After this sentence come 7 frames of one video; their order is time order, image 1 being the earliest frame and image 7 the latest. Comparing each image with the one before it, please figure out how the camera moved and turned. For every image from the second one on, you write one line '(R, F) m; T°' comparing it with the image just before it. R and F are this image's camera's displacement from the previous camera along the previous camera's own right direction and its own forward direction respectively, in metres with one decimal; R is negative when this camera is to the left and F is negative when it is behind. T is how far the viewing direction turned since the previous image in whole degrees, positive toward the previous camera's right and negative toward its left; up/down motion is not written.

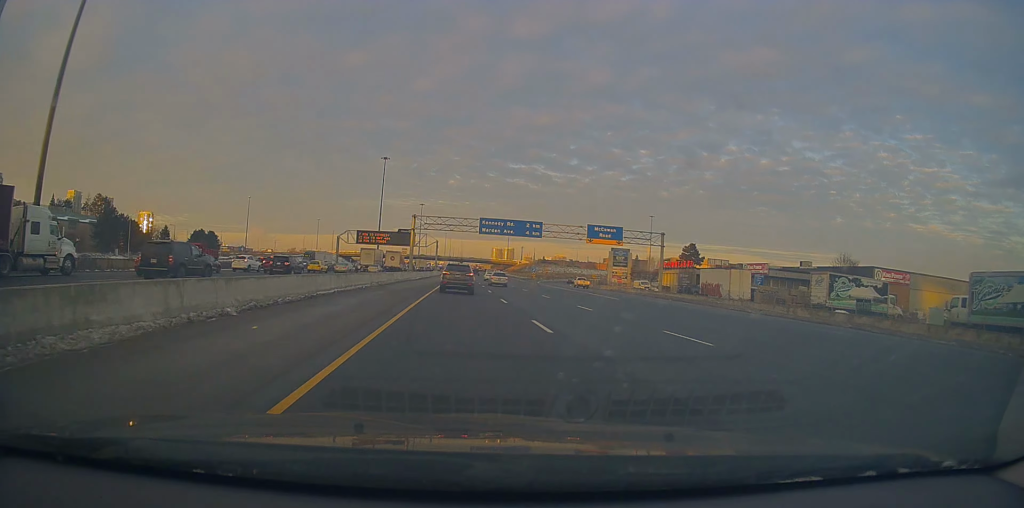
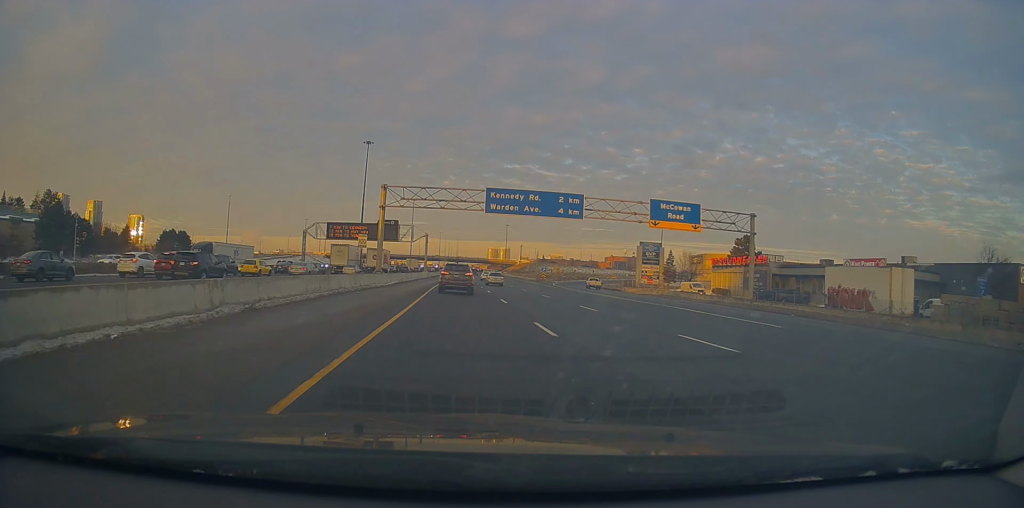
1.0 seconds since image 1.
(0.0, +25.8) m; 0°
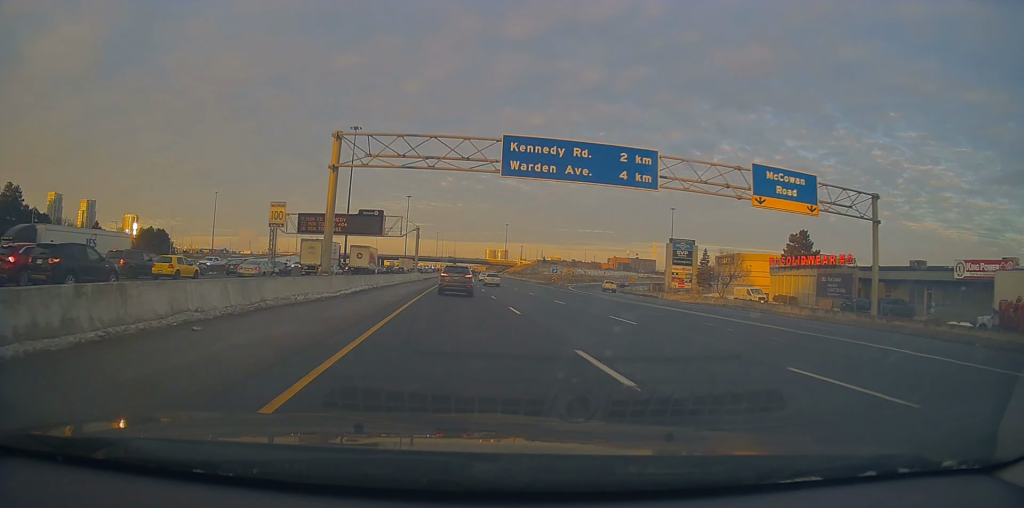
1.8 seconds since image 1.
(-0.2, +18.1) m; +1°
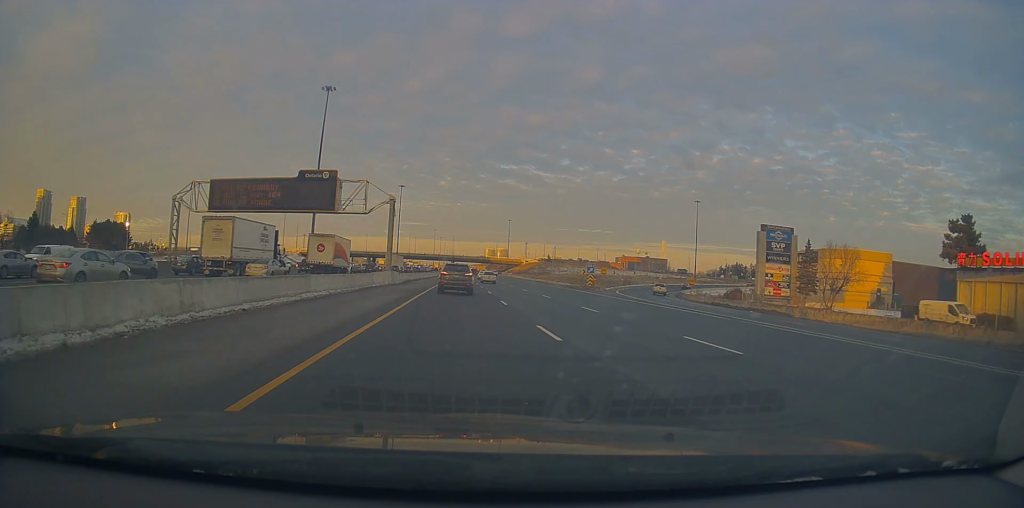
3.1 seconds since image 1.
(+0.2, +32.2) m; -1°
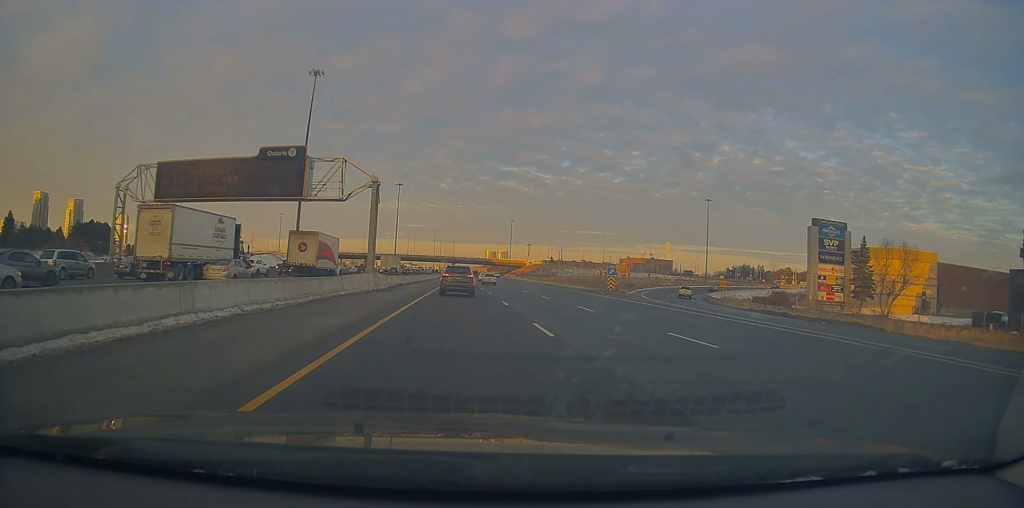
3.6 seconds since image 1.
(-0.4, +11.1) m; -1°
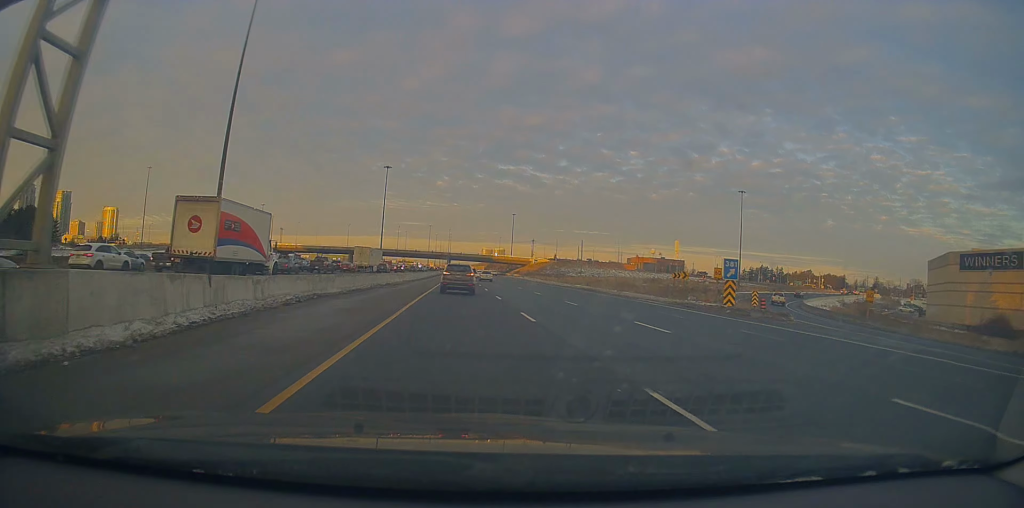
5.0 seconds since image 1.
(+1.2, +33.1) m; +2°
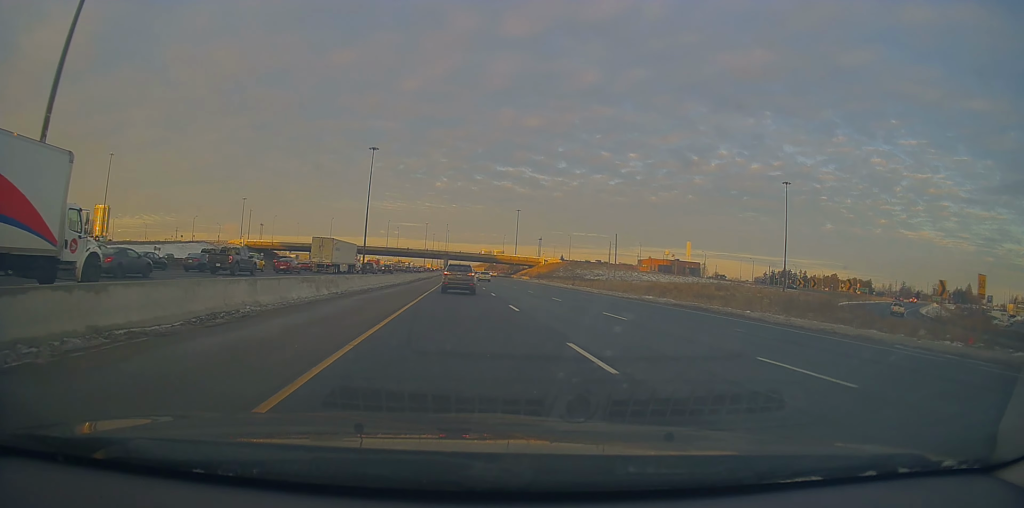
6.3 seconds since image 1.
(-0.2, +32.2) m; -1°
